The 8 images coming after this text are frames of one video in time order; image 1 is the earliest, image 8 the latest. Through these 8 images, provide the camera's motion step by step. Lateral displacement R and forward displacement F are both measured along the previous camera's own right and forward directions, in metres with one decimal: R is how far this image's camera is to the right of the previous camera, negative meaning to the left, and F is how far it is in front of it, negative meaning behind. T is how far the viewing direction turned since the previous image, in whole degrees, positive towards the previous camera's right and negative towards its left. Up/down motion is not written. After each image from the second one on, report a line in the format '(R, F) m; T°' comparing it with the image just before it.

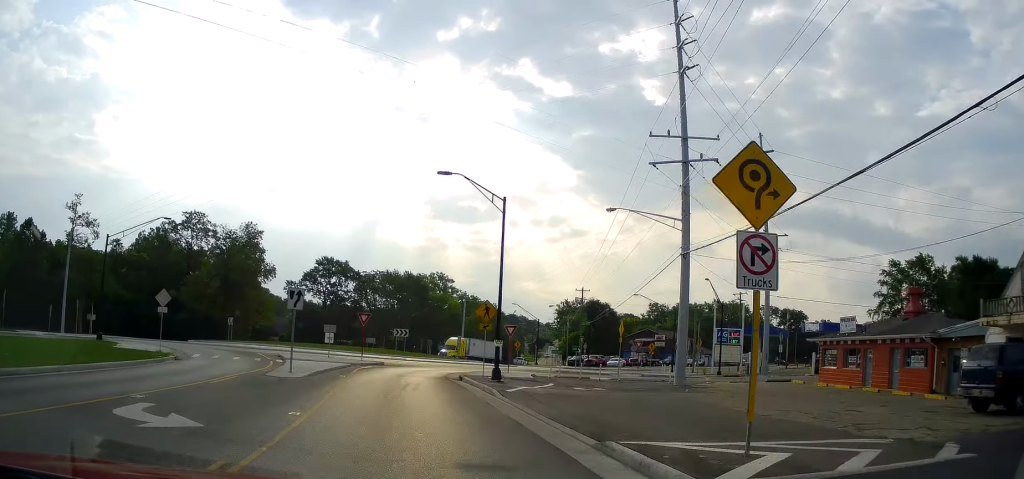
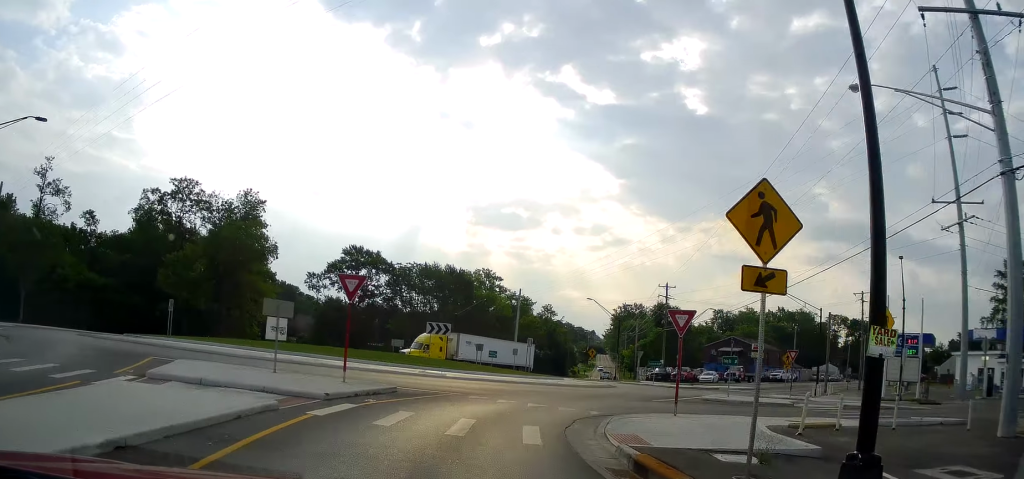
(-1.3, +24.1) m; -6°
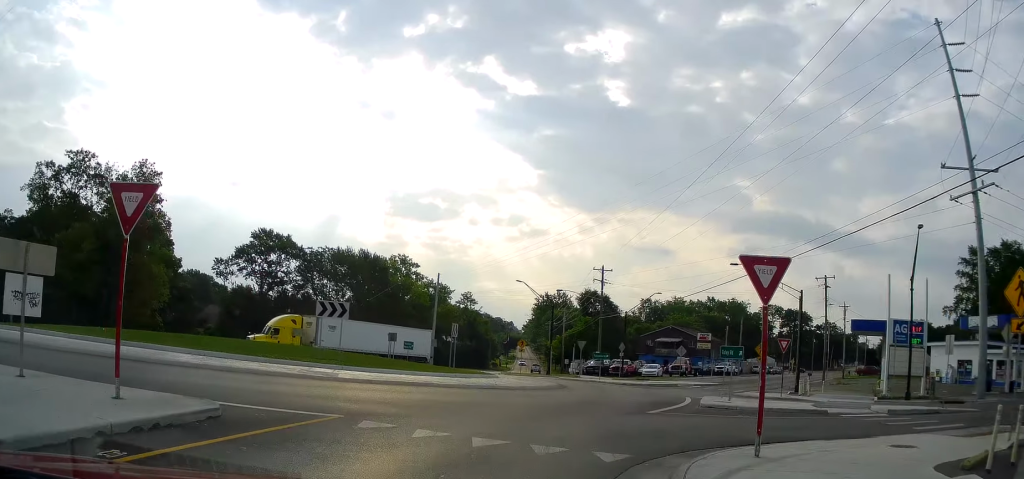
(-0.3, +9.8) m; 0°
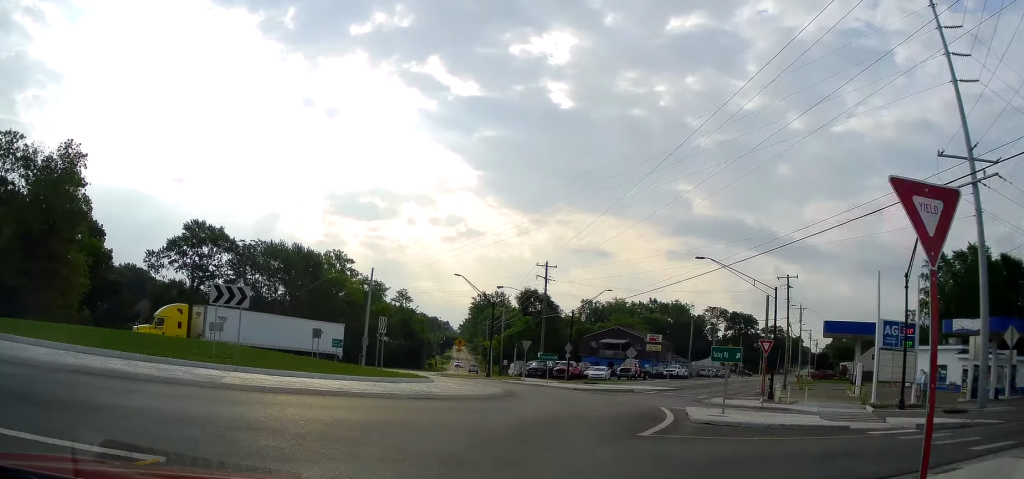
(-0.1, +5.2) m; +2°
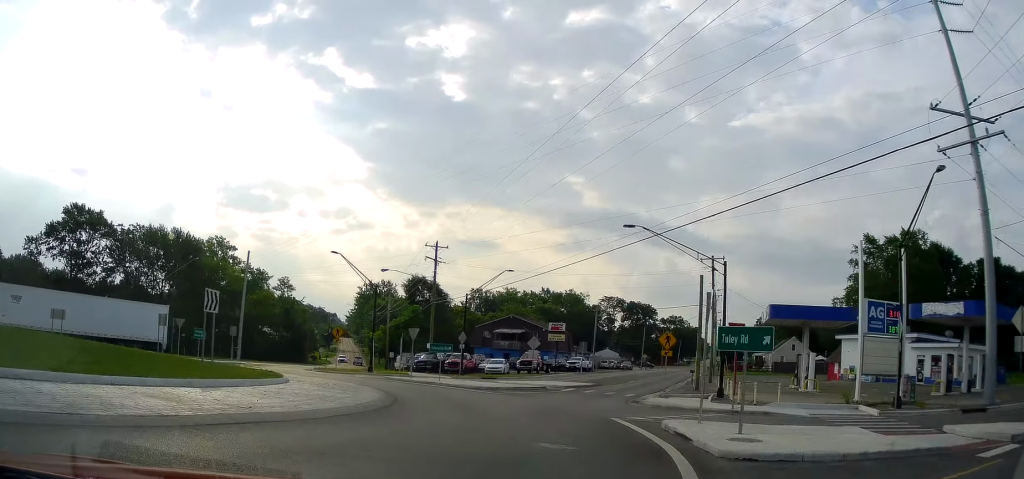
(+0.2, +8.2) m; +5°
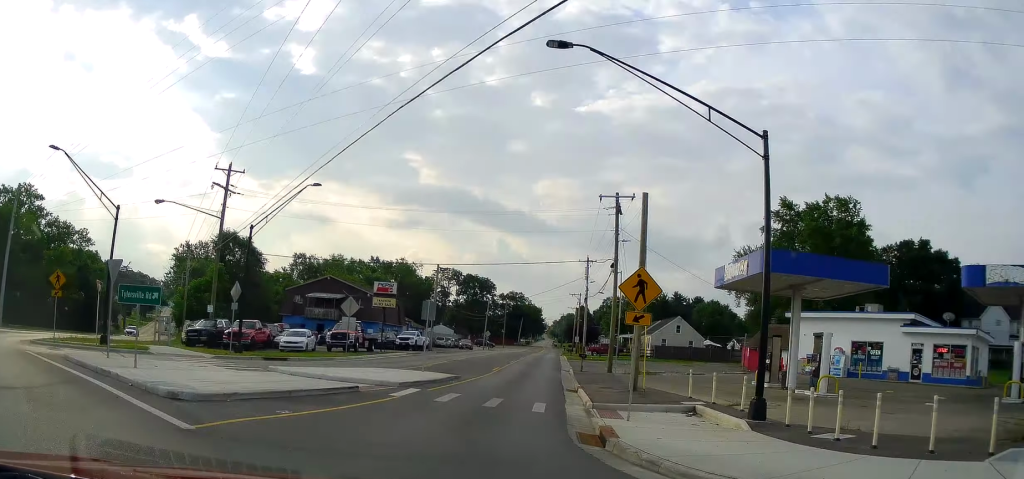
(+2.0, +17.3) m; +15°
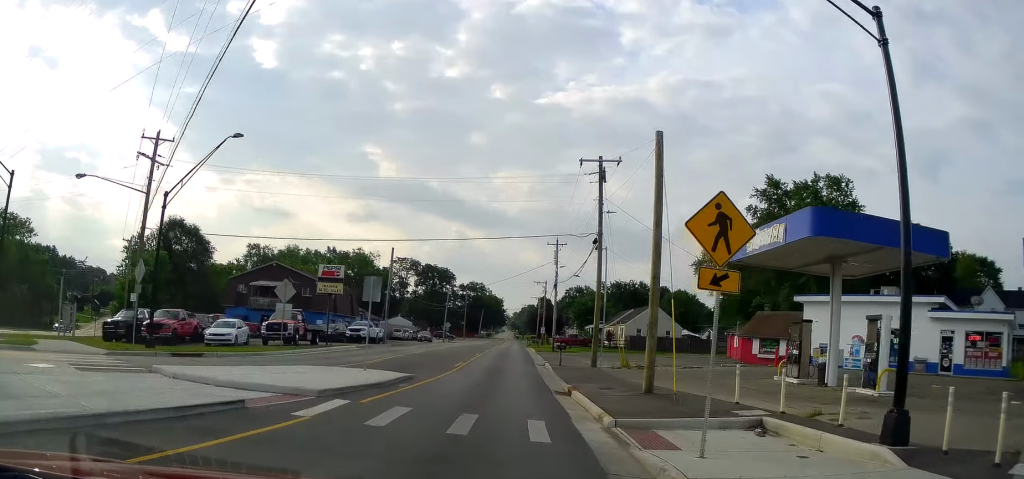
(+0.5, +5.3) m; +6°
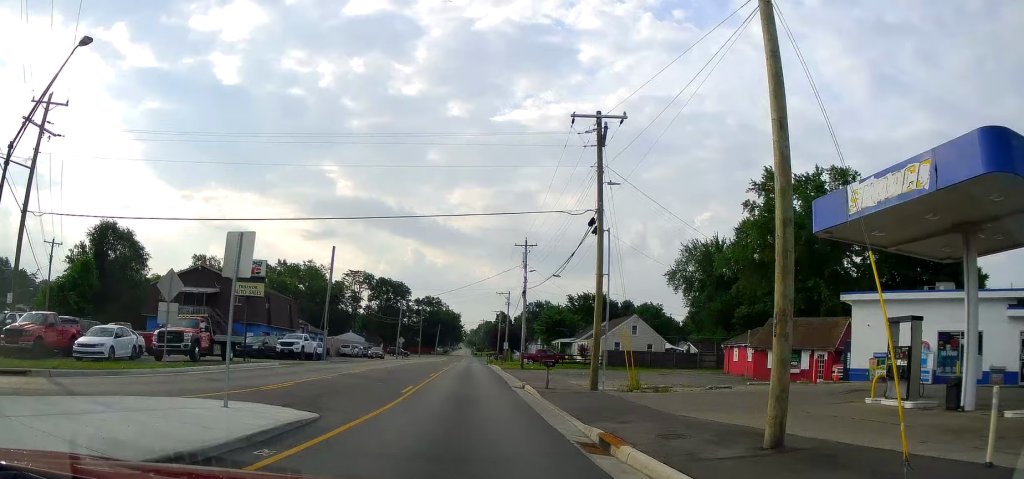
(+0.5, +7.6) m; +8°
